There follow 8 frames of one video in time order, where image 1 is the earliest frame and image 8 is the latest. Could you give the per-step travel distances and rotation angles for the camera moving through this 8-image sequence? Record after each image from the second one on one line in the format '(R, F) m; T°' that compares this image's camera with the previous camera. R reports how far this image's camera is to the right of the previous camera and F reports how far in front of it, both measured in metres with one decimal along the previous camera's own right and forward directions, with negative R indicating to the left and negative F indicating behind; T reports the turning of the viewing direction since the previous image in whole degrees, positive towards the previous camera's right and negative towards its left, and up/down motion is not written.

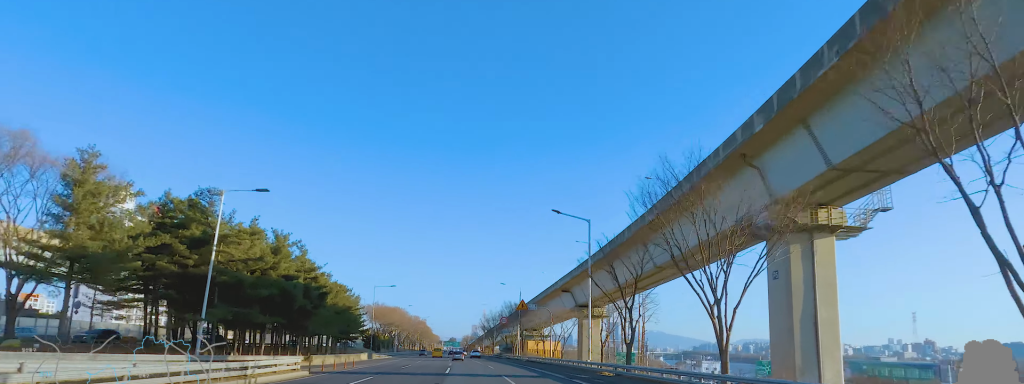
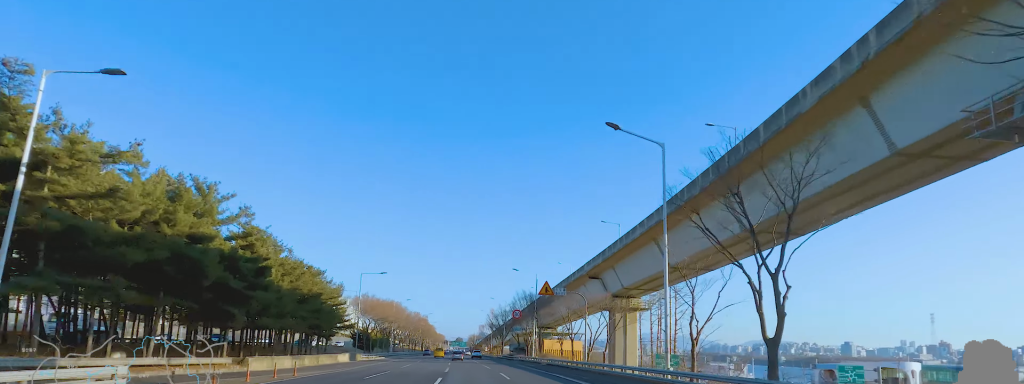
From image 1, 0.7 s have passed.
(+0.1, +15.4) m; -2°
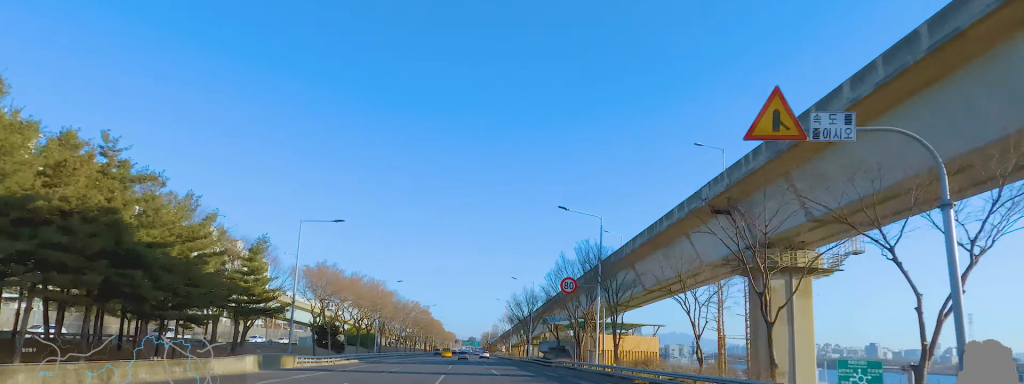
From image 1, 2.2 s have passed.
(-0.5, +30.6) m; 0°
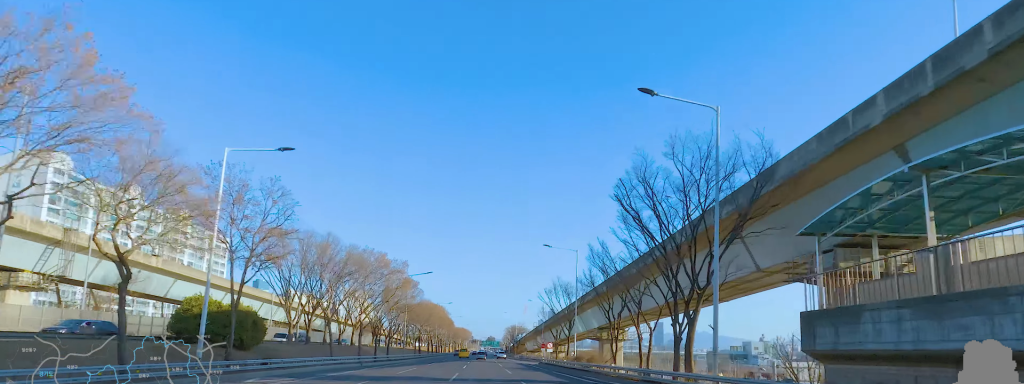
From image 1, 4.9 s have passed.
(-1.7, +57.3) m; -2°
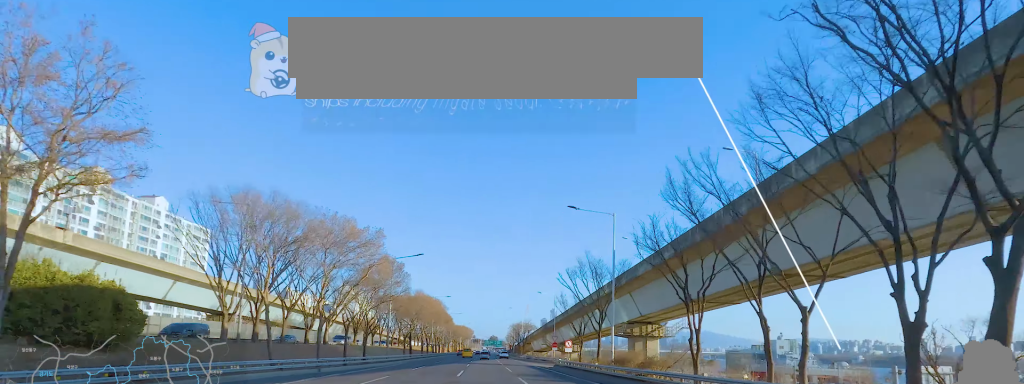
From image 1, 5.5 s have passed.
(+0.2, +15.7) m; +1°
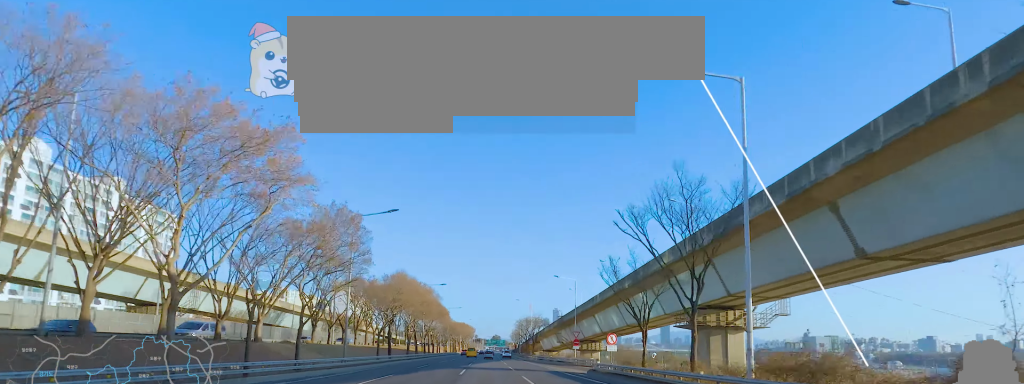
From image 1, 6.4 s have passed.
(+0.4, +21.4) m; -1°
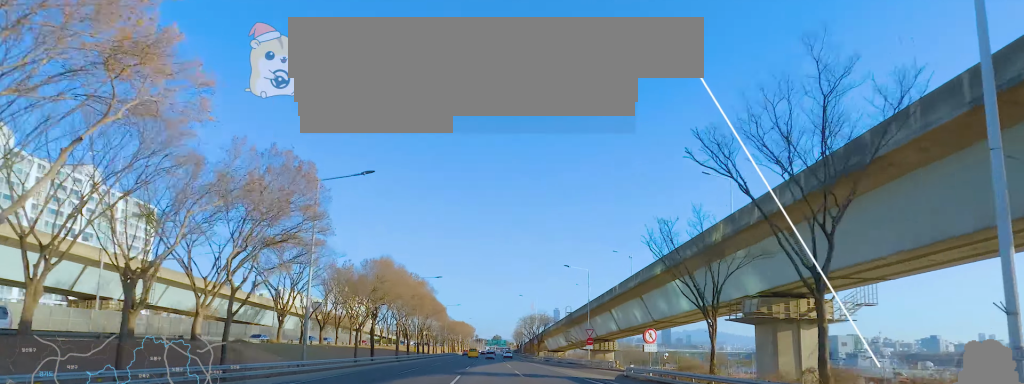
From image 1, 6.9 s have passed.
(0.0, +10.5) m; -1°
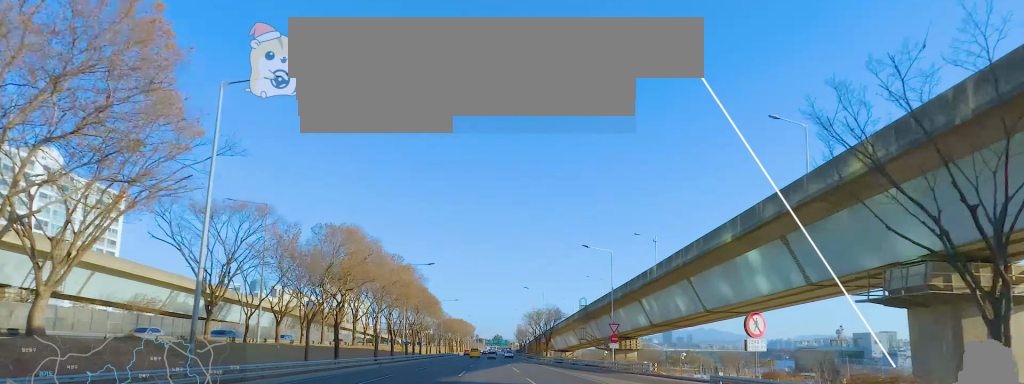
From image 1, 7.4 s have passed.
(-0.8, +14.0) m; 0°
